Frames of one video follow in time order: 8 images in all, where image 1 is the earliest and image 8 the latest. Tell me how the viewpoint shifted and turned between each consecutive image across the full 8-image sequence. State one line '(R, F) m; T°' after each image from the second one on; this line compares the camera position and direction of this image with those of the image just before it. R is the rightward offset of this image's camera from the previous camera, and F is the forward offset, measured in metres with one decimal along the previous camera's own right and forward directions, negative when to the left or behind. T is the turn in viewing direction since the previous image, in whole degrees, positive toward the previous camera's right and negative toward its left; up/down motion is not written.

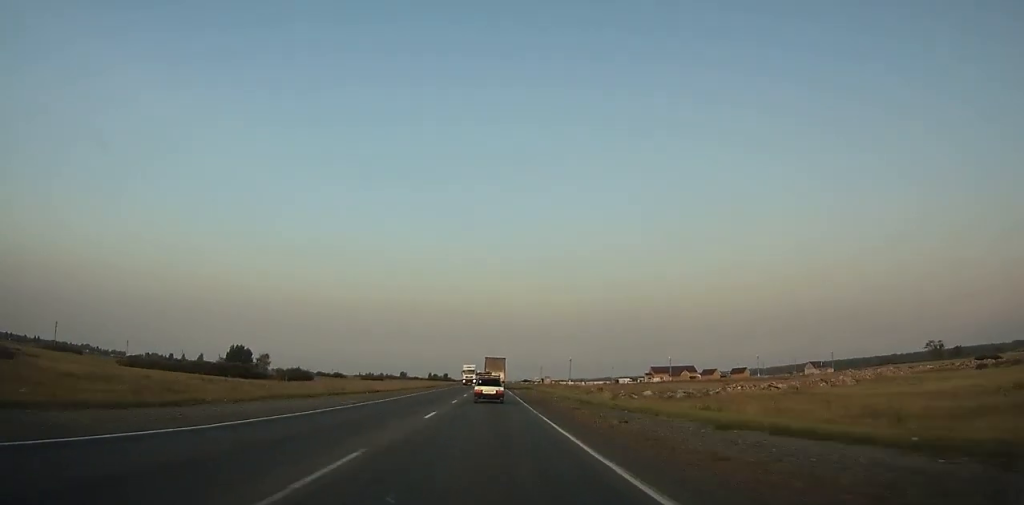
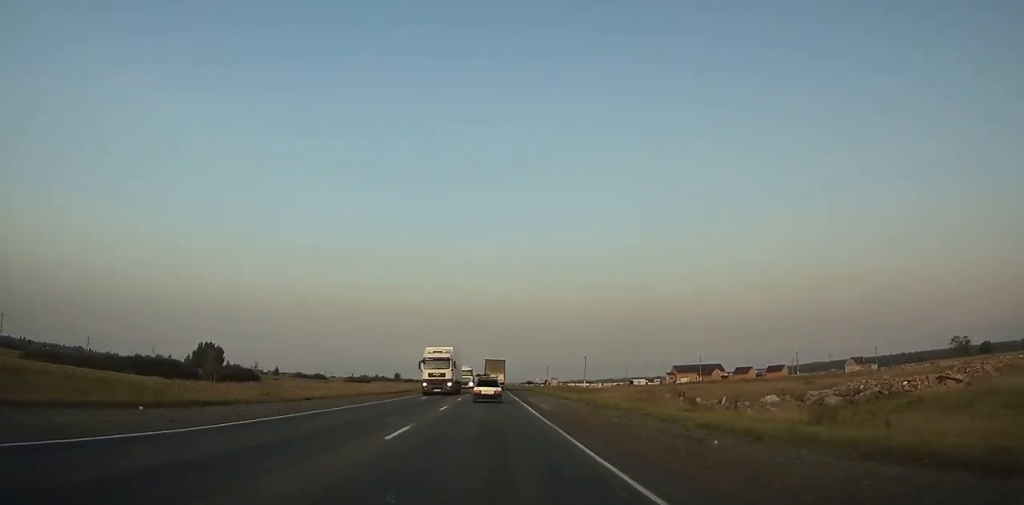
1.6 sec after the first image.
(-0.1, +30.0) m; 0°
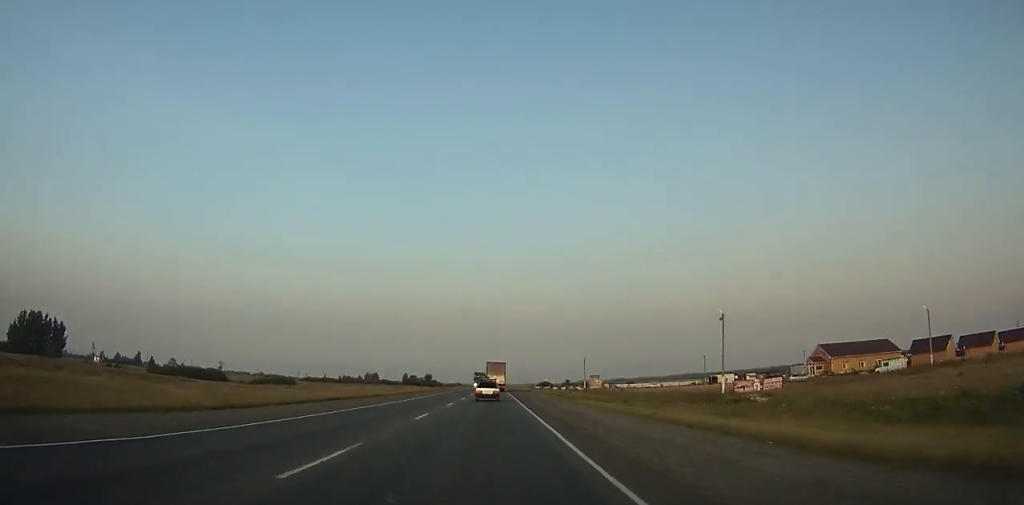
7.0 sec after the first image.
(-0.1, +101.2) m; 0°
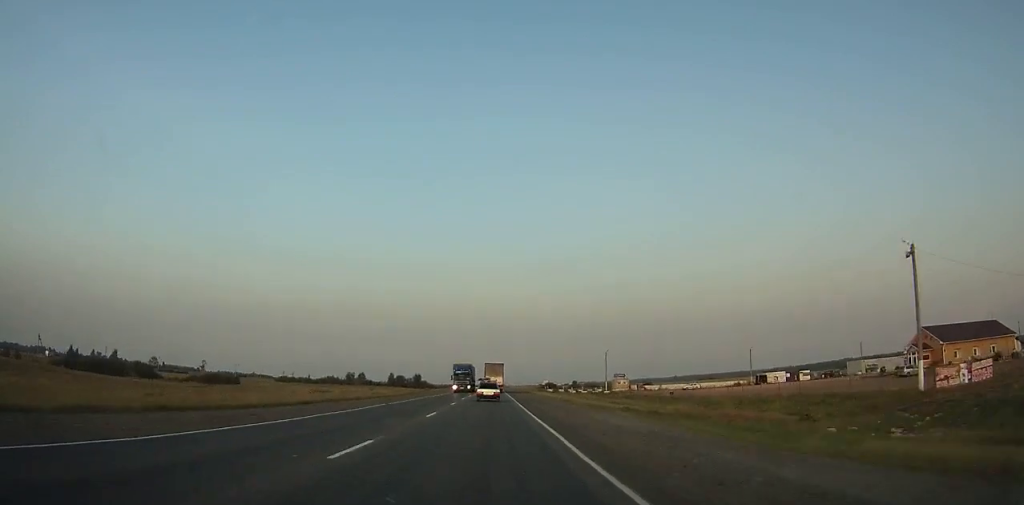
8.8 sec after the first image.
(0.0, +34.0) m; 0°
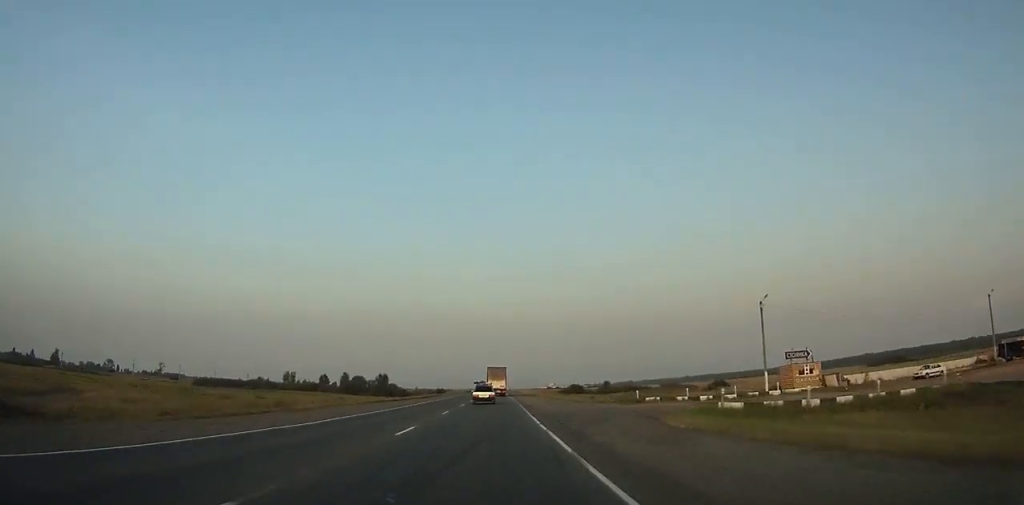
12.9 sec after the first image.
(0.0, +78.6) m; 0°
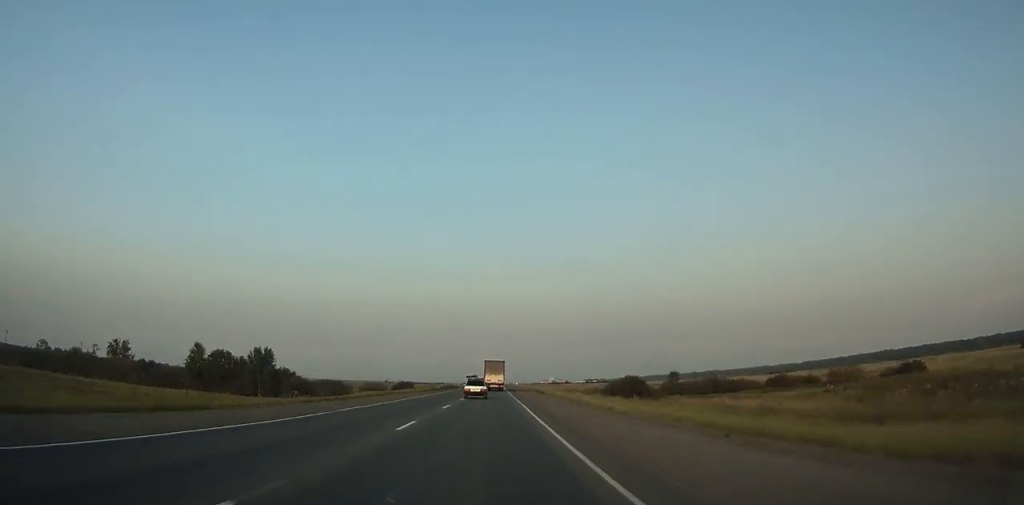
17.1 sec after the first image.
(+0.3, +82.3) m; 0°
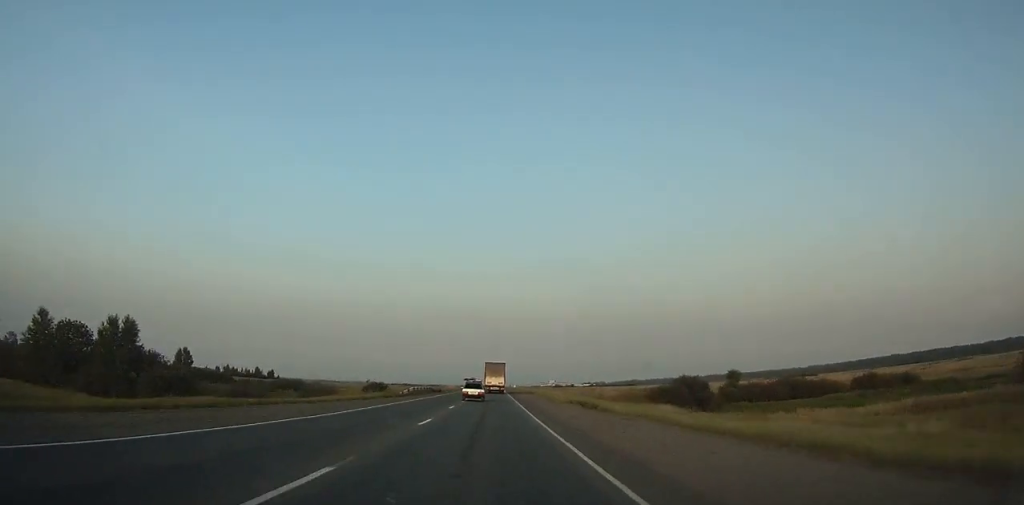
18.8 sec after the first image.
(0.0, +33.6) m; 0°
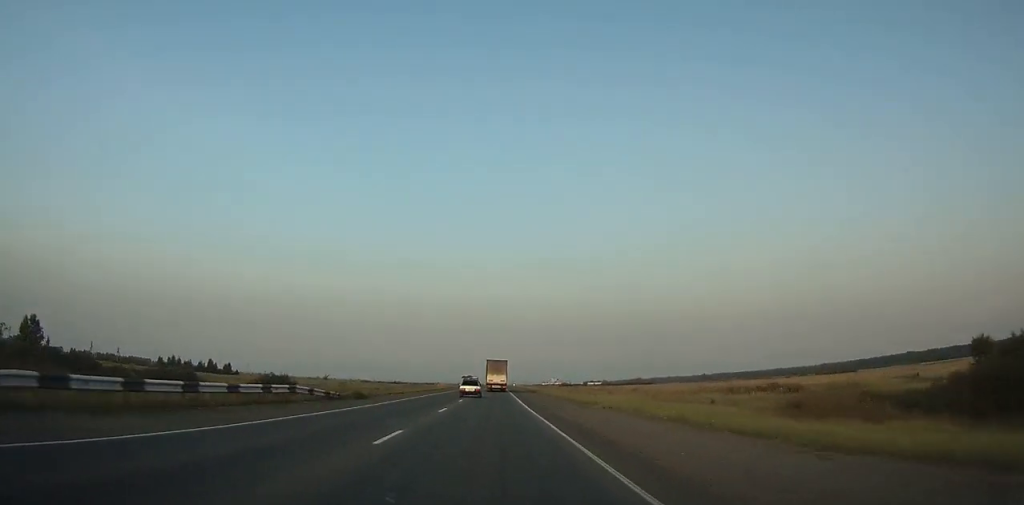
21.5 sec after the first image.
(-0.1, +53.8) m; 0°
